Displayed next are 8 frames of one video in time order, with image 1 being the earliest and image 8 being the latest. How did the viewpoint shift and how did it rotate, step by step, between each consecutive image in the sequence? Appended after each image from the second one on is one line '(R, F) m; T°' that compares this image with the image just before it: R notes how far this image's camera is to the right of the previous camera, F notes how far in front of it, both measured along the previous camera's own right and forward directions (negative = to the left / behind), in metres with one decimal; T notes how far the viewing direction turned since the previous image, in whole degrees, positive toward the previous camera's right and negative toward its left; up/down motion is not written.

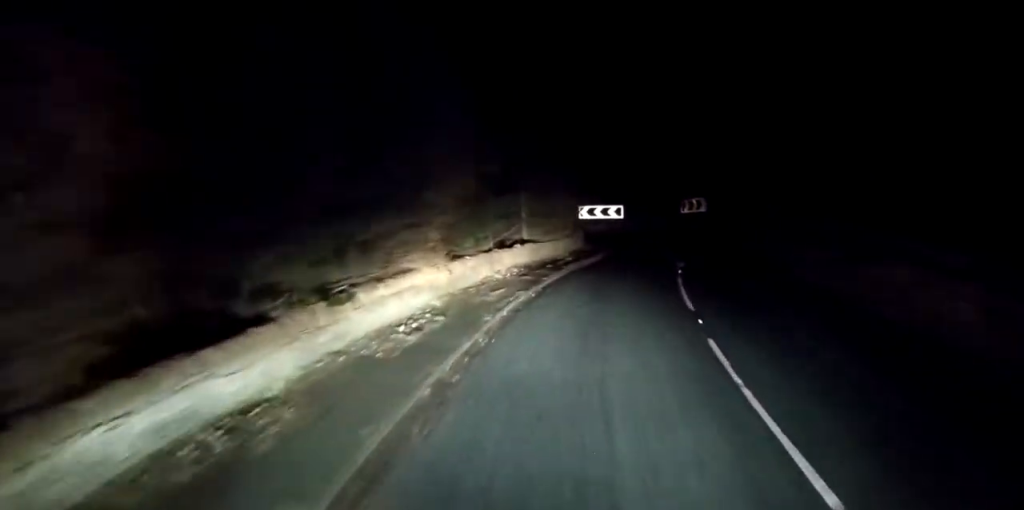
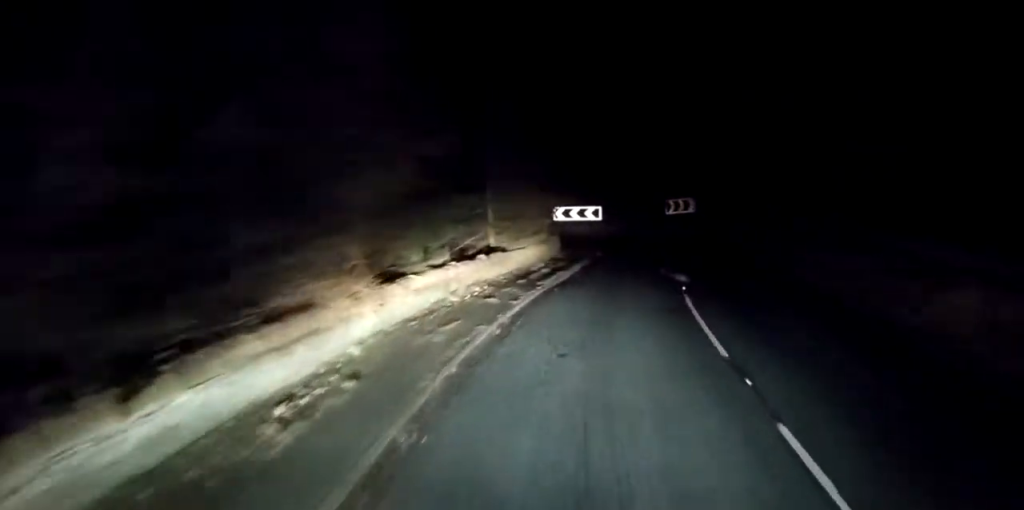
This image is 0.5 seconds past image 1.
(+0.1, +4.5) m; +3°
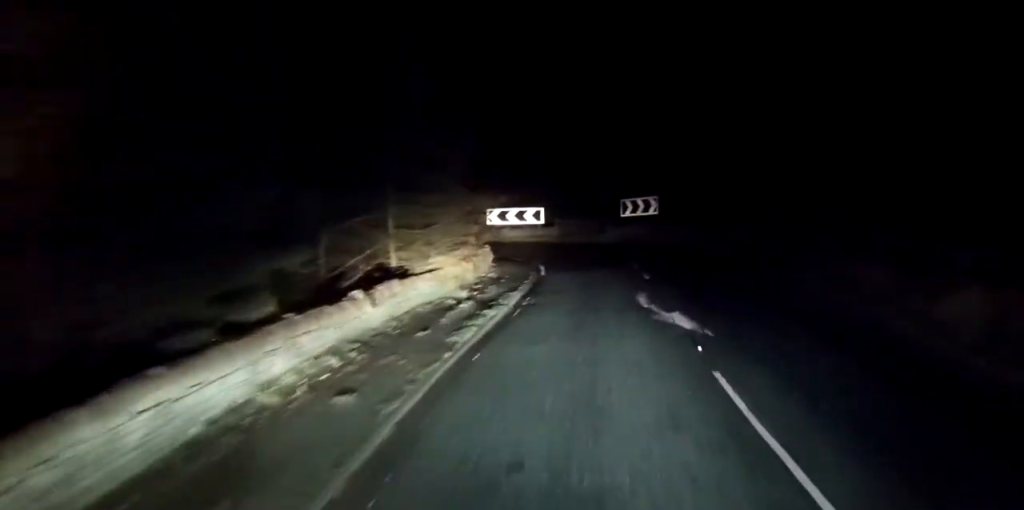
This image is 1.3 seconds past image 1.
(+0.3, +7.6) m; +2°
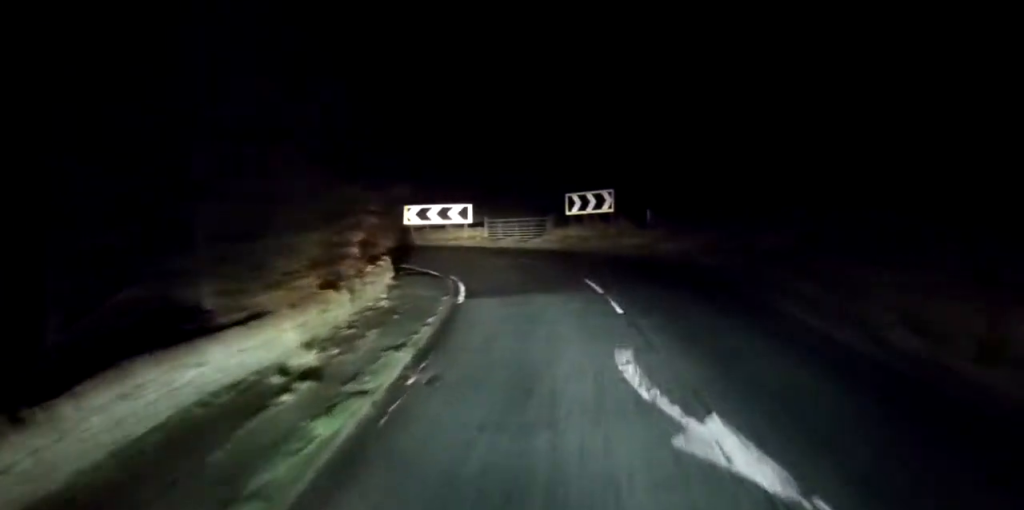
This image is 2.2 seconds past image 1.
(+0.1, +7.6) m; +1°
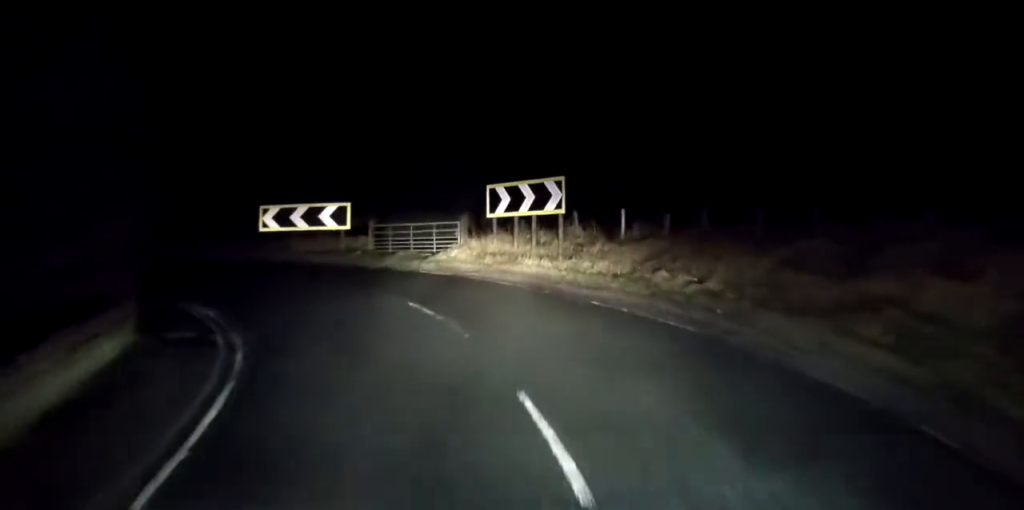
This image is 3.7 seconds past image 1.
(-0.1, +12.3) m; -5°
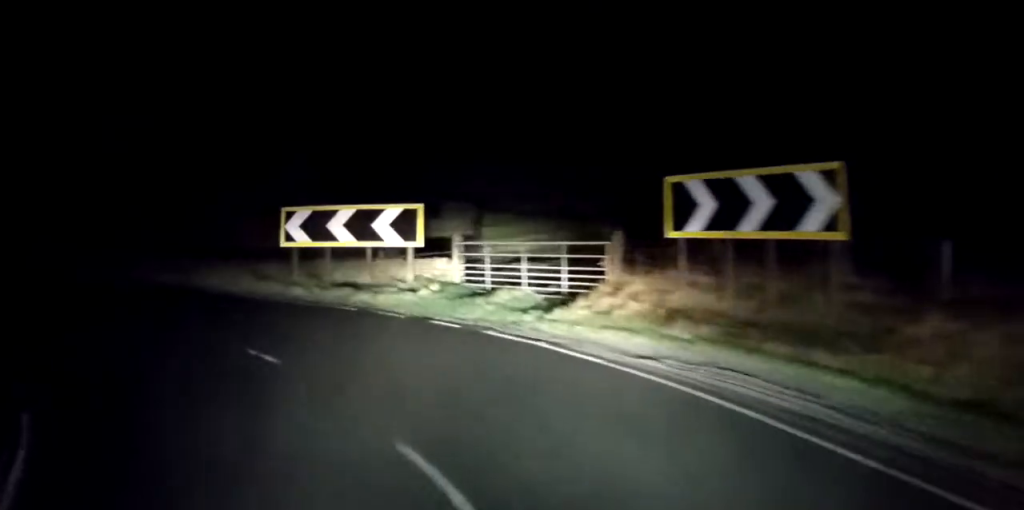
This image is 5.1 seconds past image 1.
(-1.4, +10.1) m; -17°
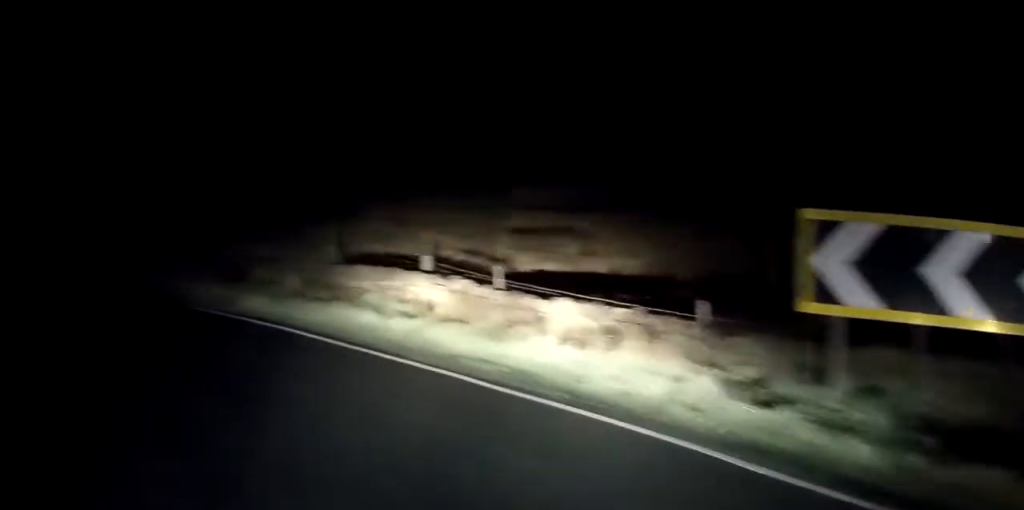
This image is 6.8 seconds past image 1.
(-2.7, +10.5) m; -36°
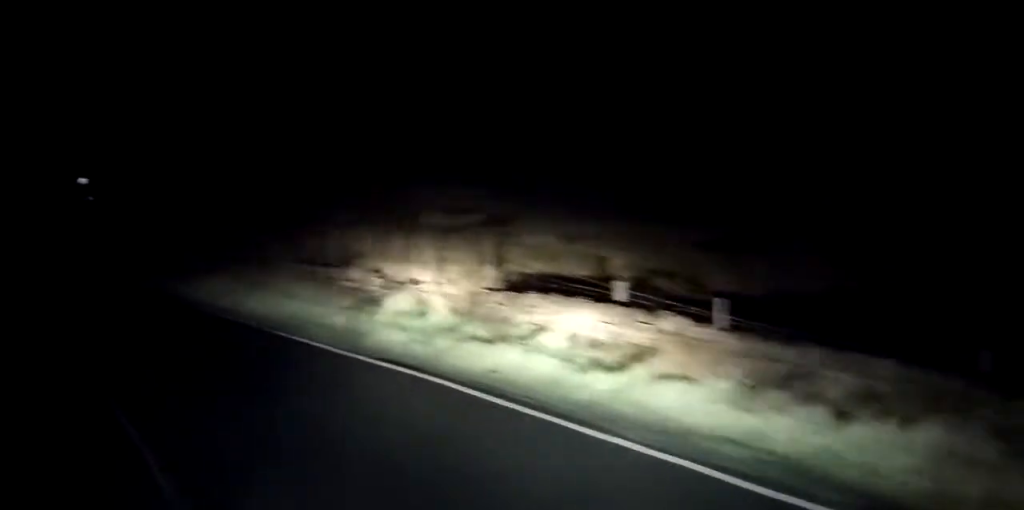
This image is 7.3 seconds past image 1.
(-0.4, +2.7) m; -12°
